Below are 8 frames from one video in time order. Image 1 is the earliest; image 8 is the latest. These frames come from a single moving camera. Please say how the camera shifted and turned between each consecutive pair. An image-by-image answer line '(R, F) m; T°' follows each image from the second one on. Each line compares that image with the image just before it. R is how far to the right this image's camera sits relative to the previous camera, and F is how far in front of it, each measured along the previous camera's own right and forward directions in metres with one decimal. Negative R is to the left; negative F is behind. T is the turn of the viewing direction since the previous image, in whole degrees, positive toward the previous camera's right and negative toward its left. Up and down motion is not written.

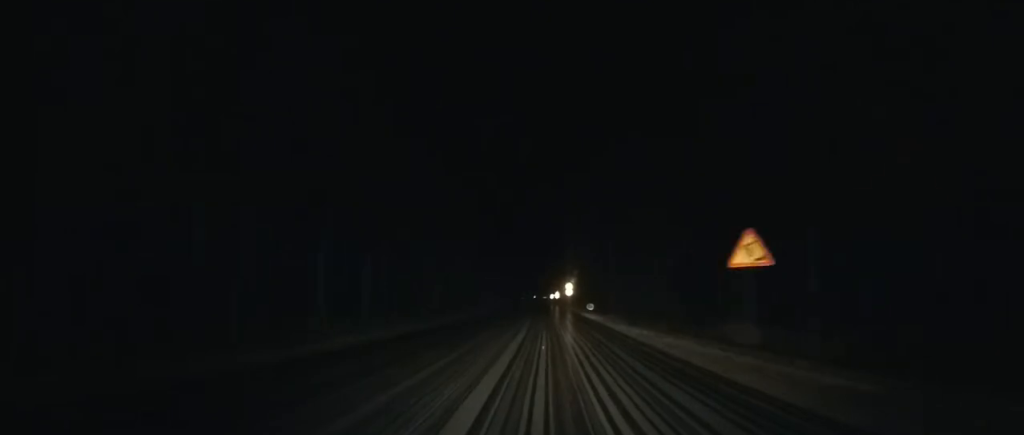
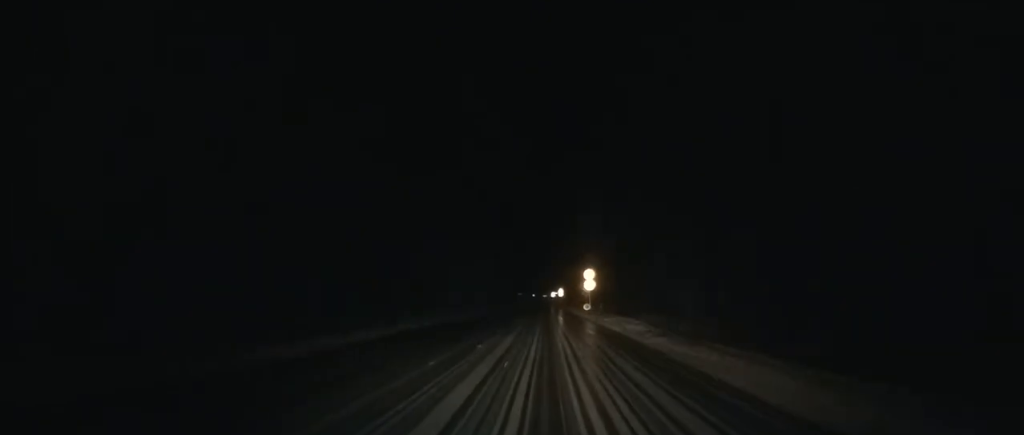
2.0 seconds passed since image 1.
(+0.2, +47.2) m; 0°
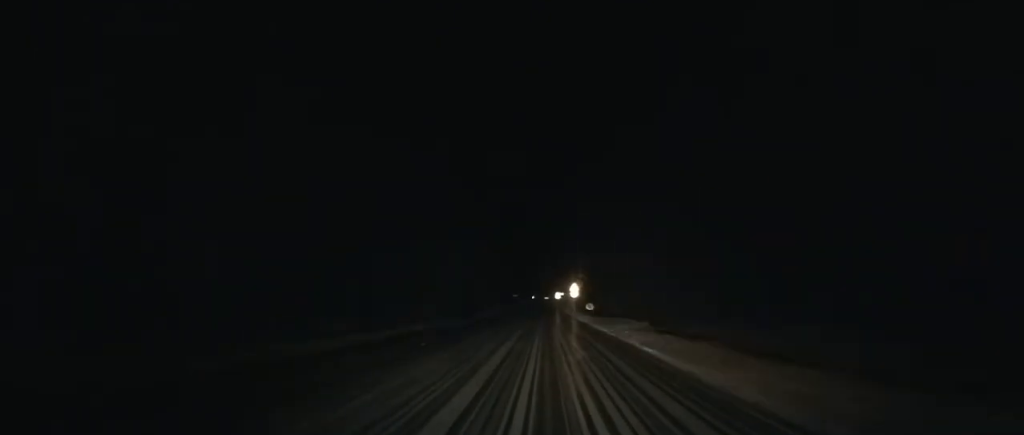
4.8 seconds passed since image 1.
(0.0, +65.7) m; 0°
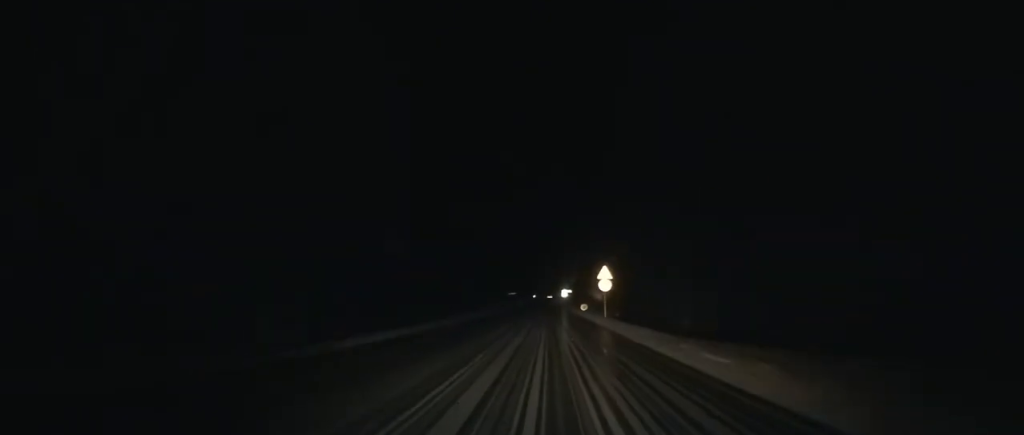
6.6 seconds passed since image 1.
(-0.3, +42.8) m; 0°
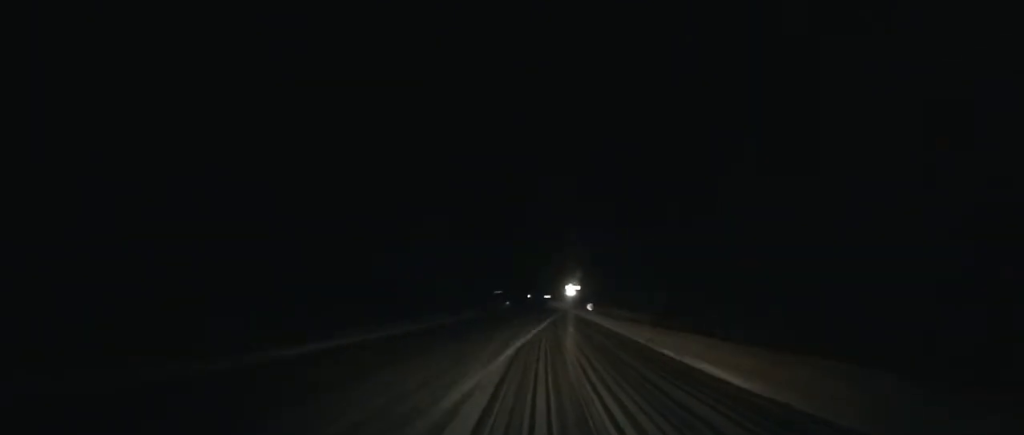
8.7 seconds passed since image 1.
(-0.2, +47.8) m; -1°
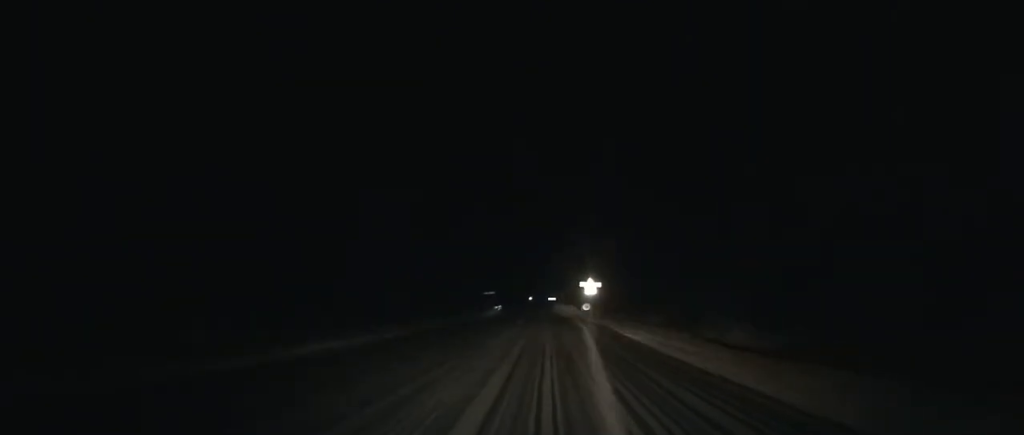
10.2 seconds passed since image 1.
(0.0, +33.3) m; 0°
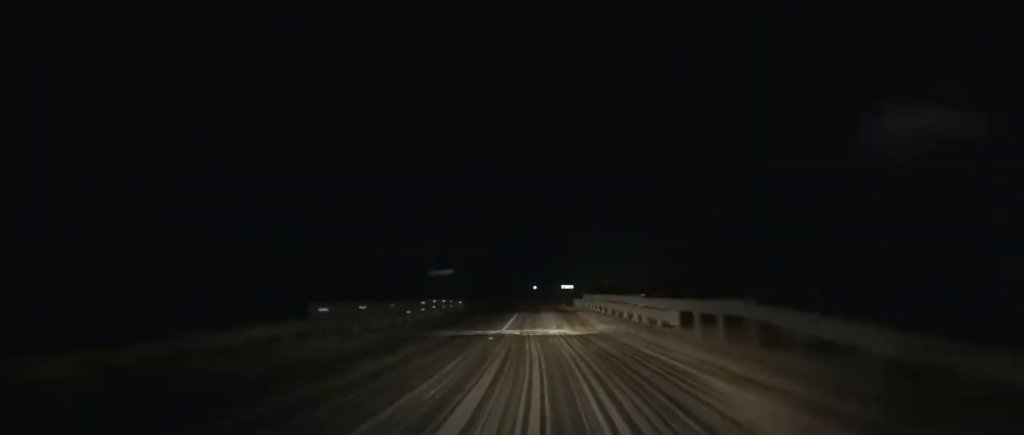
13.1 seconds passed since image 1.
(-0.6, +58.7) m; -1°
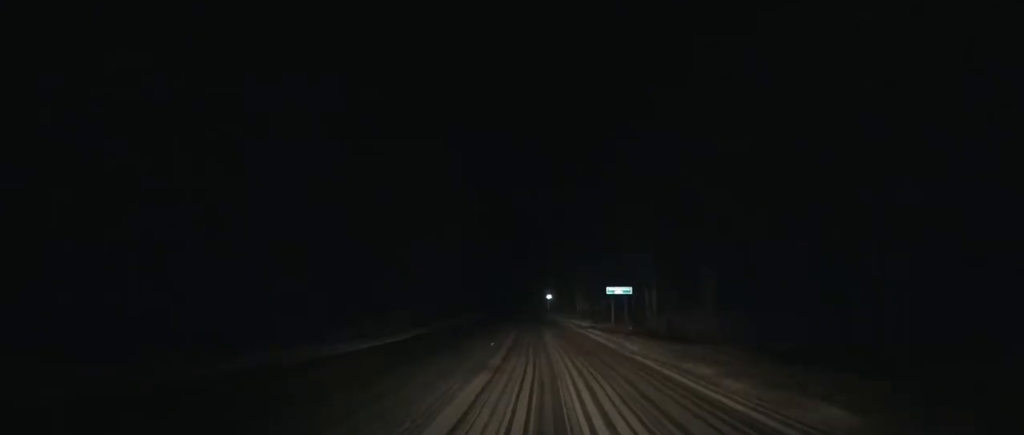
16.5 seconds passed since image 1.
(-0.5, +61.4) m; -1°
